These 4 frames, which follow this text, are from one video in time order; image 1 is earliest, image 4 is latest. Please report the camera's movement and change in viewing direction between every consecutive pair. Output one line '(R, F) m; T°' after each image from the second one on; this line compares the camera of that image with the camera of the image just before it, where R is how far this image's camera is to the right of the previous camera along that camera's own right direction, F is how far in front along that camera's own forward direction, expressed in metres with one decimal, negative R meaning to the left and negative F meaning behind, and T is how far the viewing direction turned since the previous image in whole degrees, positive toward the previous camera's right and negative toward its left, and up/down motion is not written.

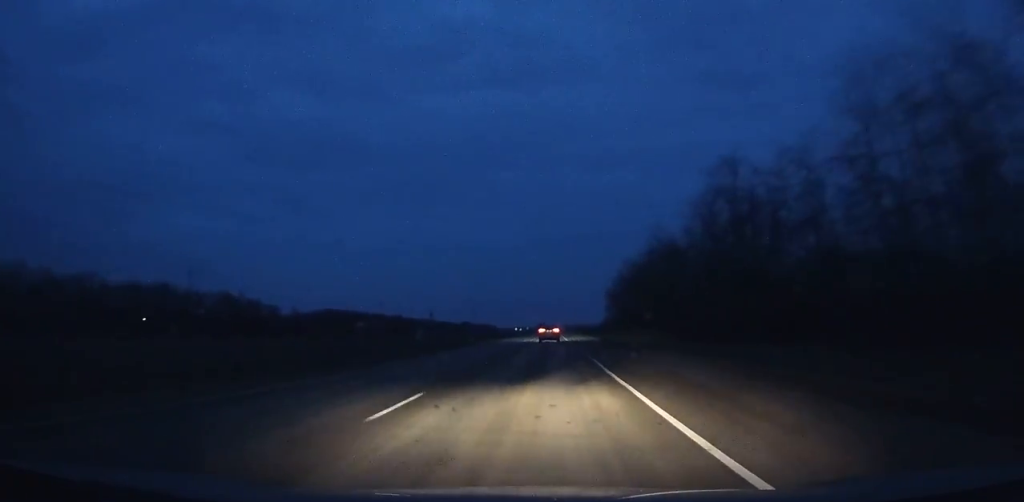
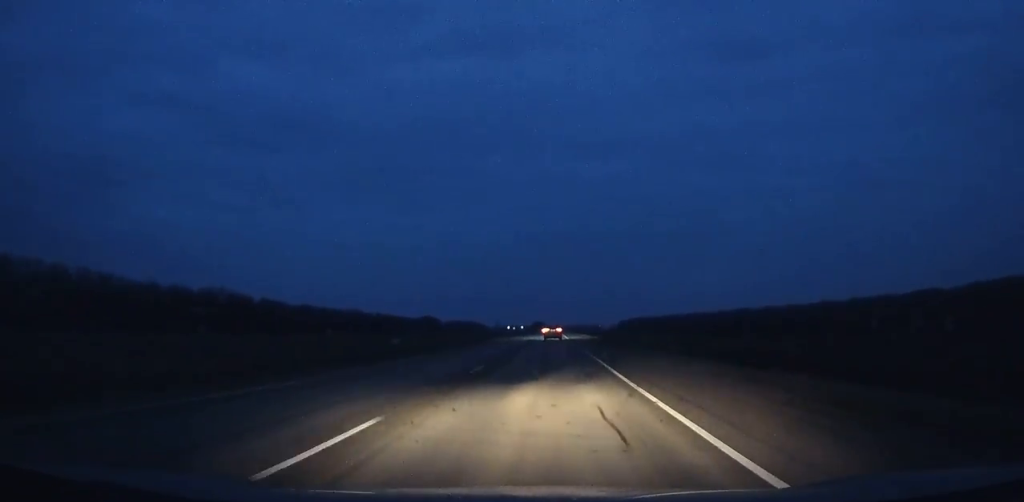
(-3.6, +328.4) m; 0°
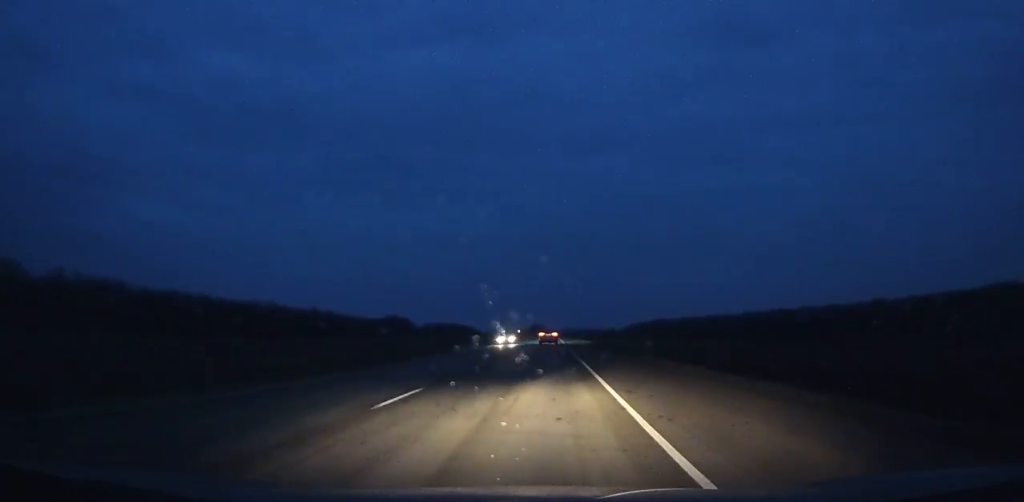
(-0.9, +153.6) m; -1°
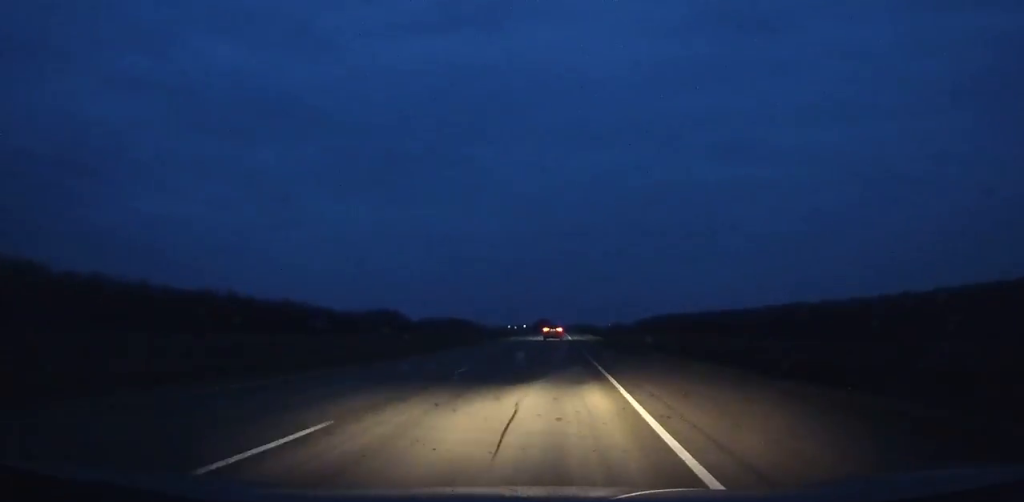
(-0.2, +52.4) m; 0°
